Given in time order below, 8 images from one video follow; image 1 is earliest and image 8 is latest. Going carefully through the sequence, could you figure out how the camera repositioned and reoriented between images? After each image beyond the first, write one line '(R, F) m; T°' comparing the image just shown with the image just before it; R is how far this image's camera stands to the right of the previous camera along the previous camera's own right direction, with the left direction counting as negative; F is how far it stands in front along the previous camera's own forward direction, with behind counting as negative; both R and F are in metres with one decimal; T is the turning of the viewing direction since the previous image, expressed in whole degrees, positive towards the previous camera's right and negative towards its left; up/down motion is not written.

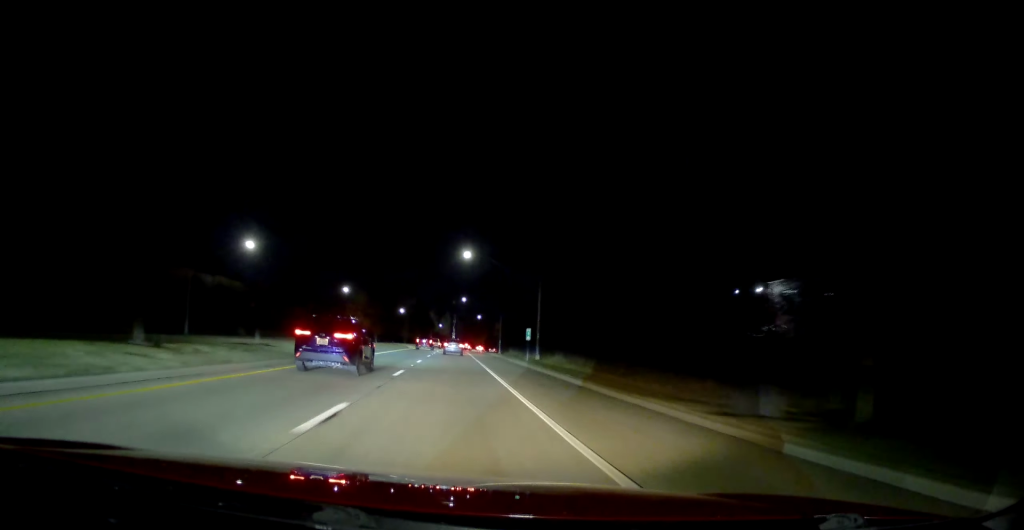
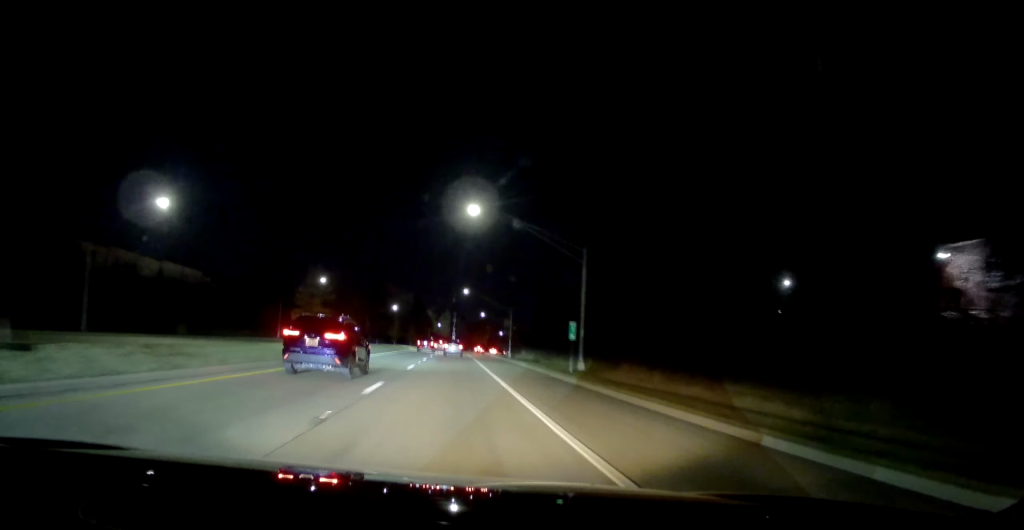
(-0.1, +18.3) m; +1°
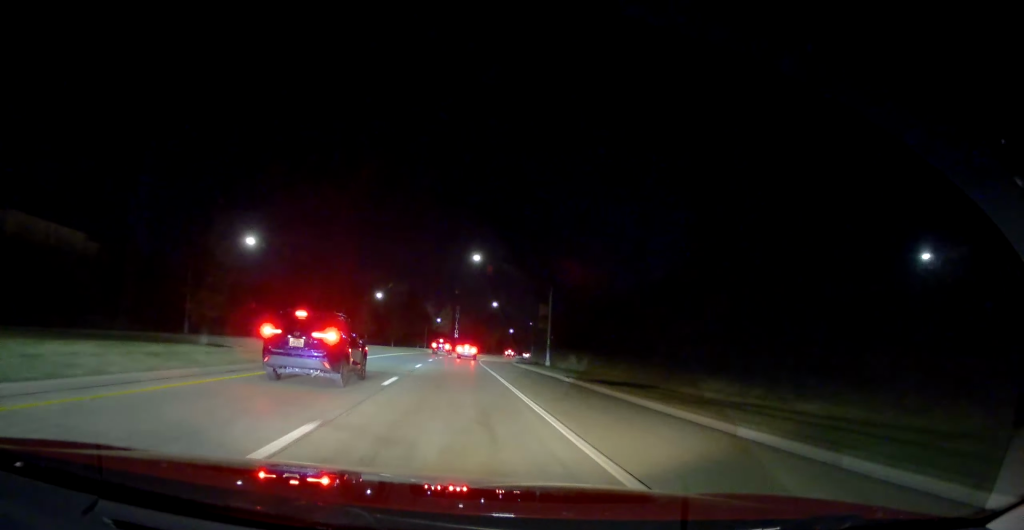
(+0.3, +32.6) m; 0°
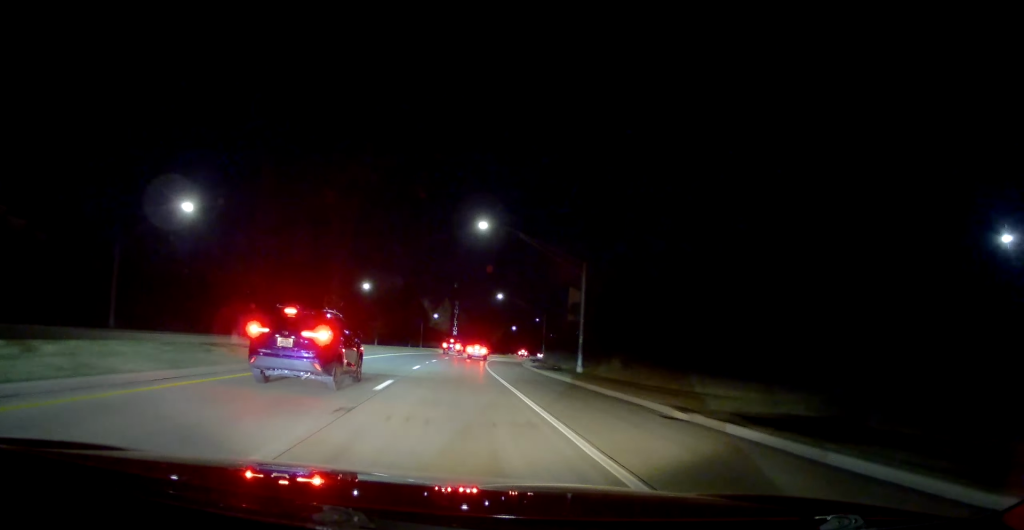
(-0.1, +13.8) m; 0°
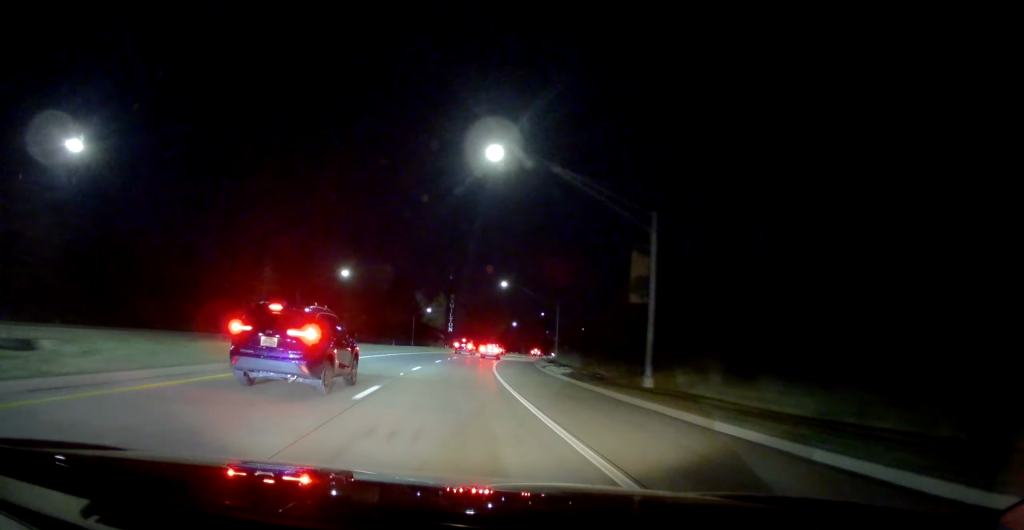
(+0.3, +14.3) m; +1°
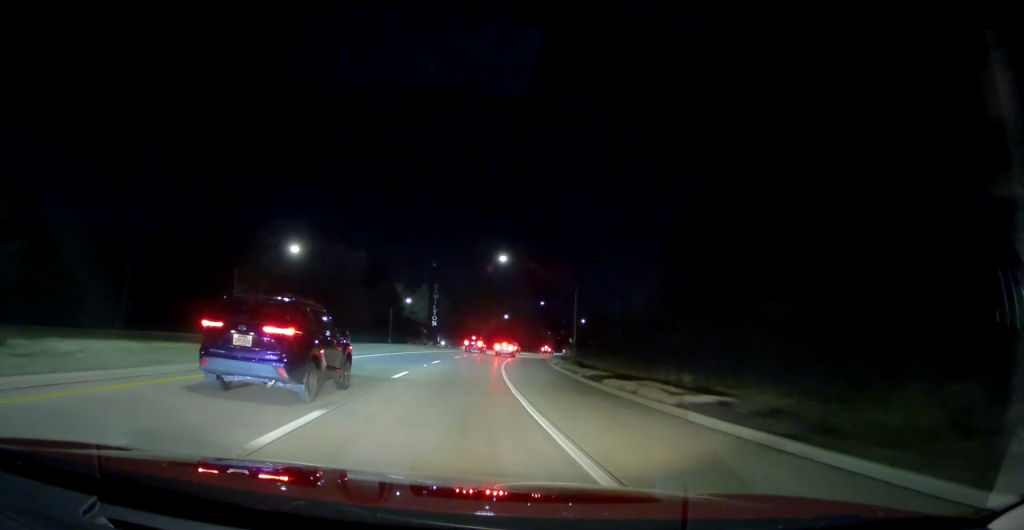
(0.0, +18.3) m; 0°
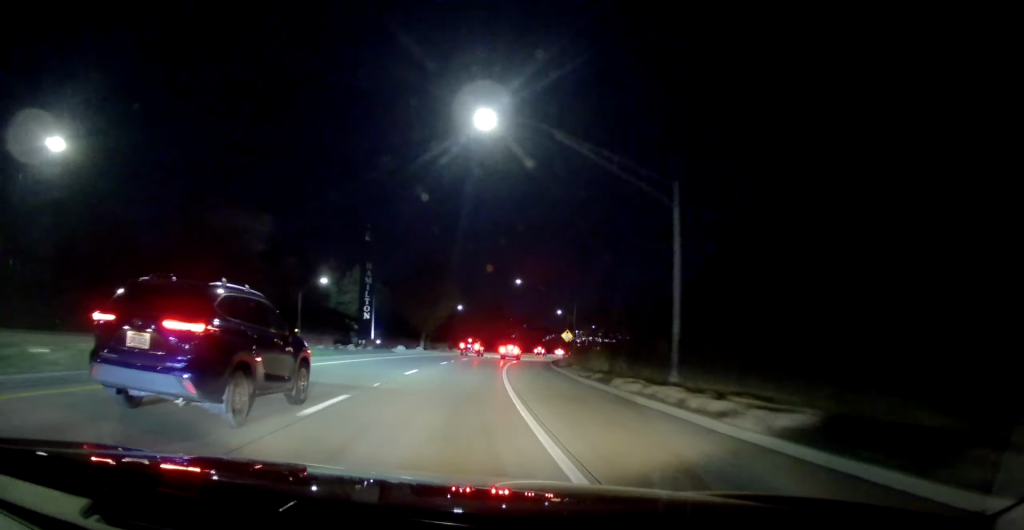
(+1.2, +33.1) m; +5°
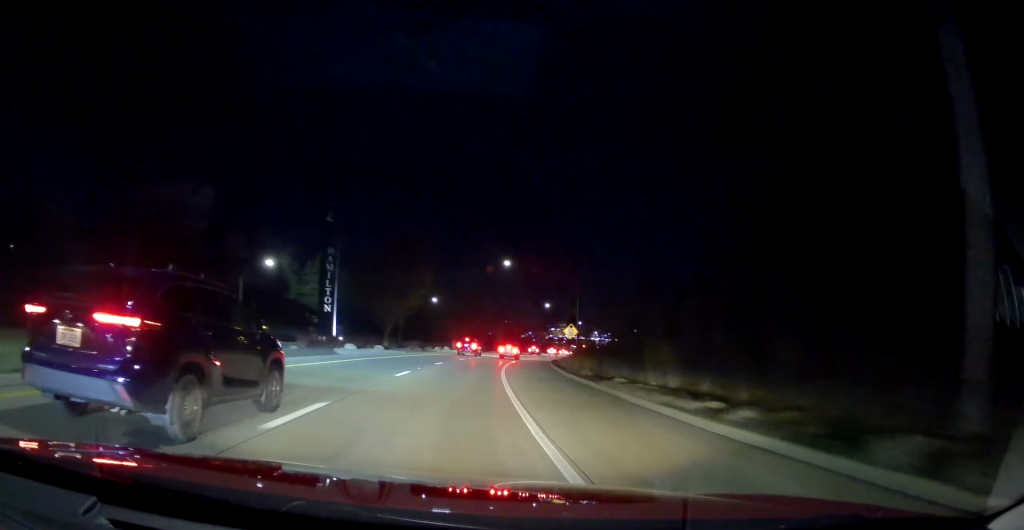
(+0.4, +13.7) m; +2°
